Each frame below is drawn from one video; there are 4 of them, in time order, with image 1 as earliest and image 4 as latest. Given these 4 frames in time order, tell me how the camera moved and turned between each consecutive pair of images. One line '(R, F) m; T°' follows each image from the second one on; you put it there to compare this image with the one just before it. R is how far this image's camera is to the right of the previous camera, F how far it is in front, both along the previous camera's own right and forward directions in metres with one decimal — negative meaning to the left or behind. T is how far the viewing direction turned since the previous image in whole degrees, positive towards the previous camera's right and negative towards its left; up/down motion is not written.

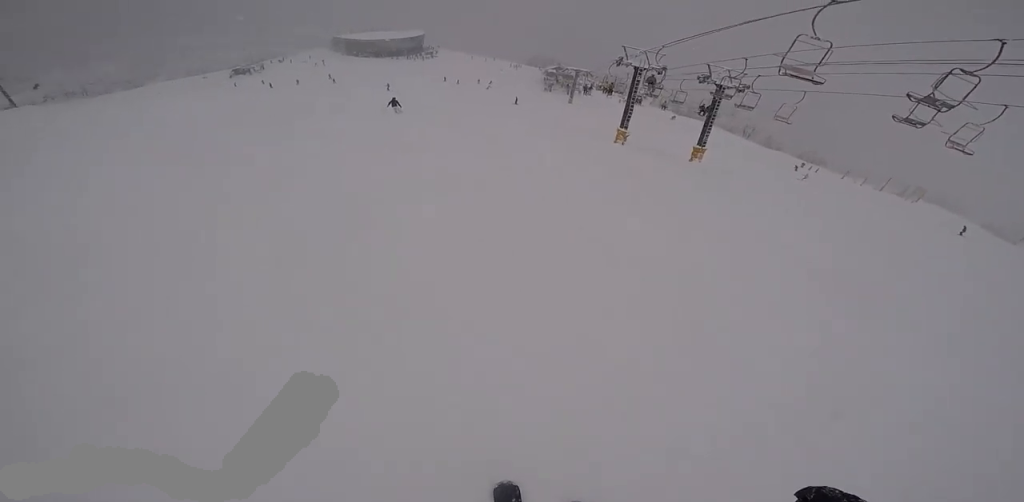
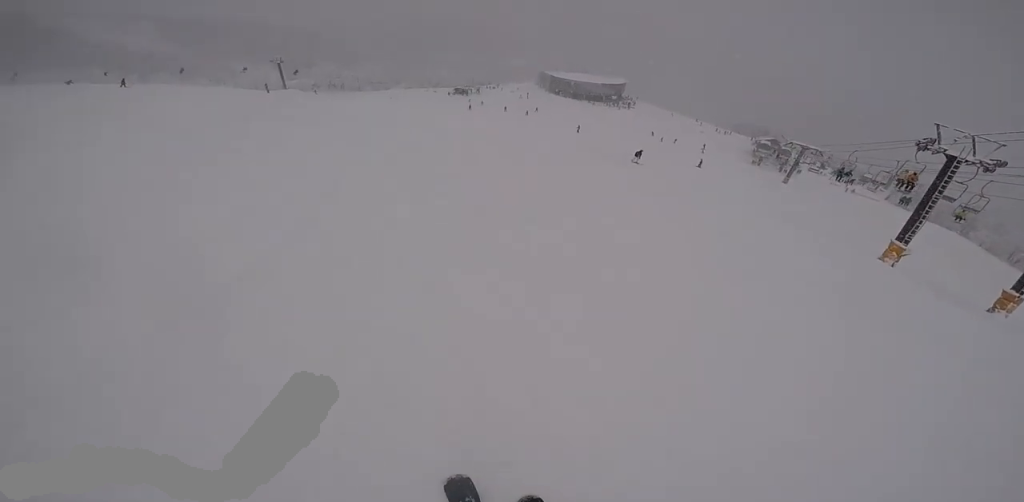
(-2.8, +5.8) m; -26°
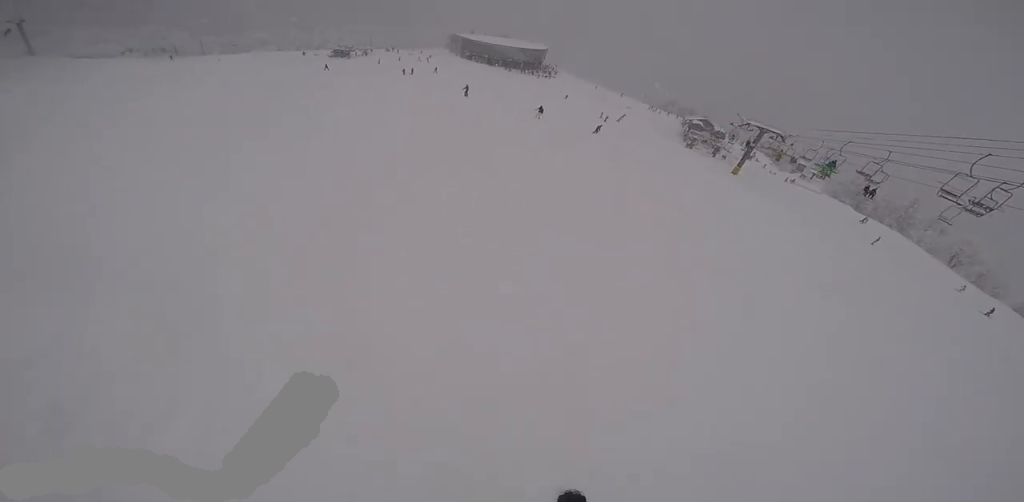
(+7.8, +22.3) m; +30°
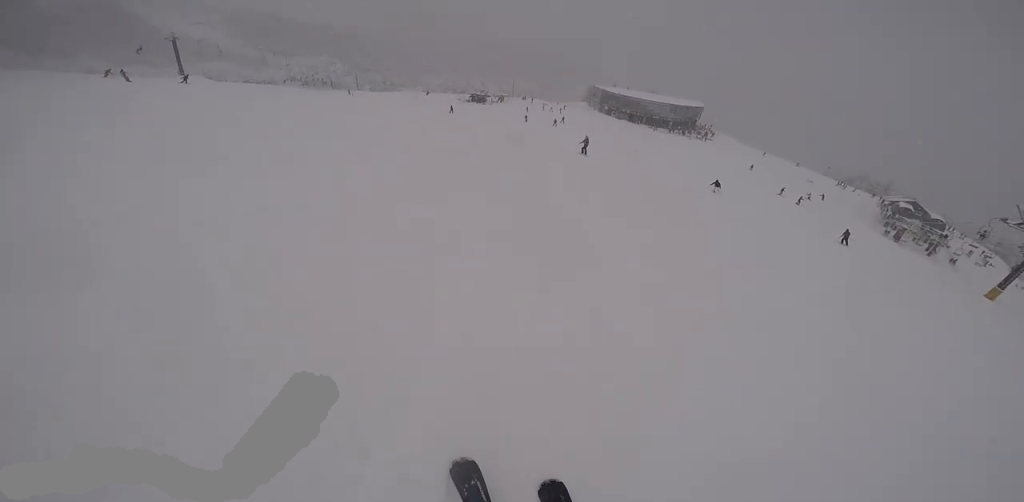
(-5.4, +13.1) m; -37°
